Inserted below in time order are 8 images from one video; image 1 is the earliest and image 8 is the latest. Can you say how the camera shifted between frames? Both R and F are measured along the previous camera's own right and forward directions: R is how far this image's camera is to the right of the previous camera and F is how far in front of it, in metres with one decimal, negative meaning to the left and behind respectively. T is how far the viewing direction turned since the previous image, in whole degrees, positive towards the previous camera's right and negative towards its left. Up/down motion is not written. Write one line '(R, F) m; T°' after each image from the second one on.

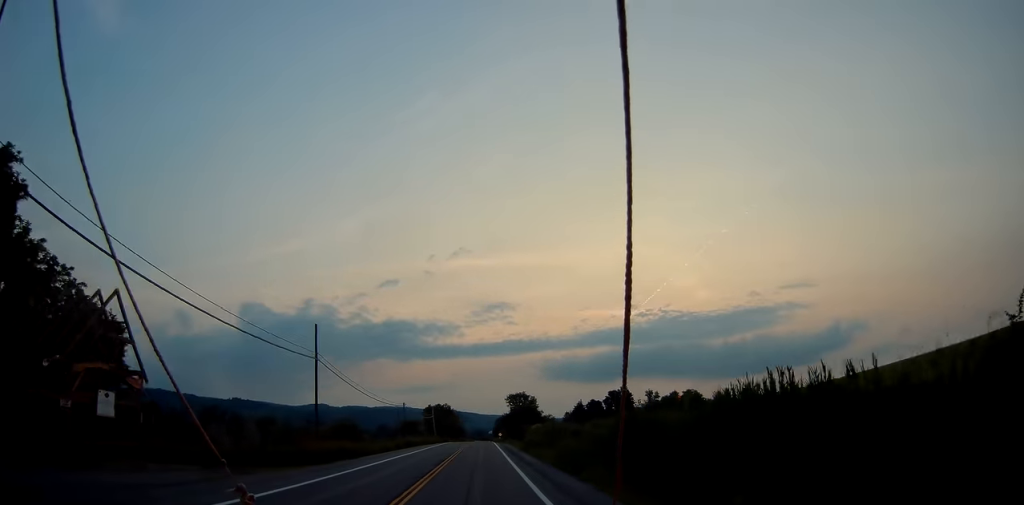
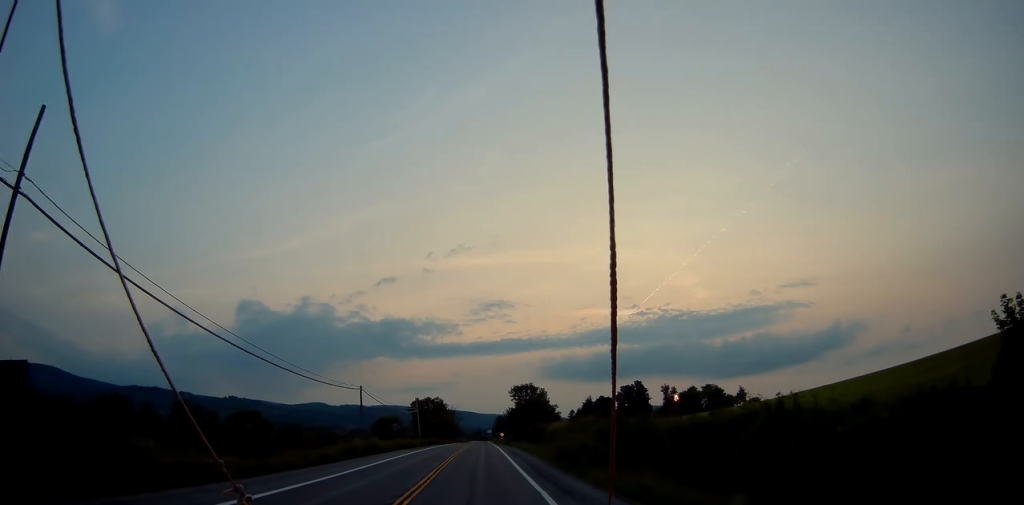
(-0.1, +26.3) m; 0°
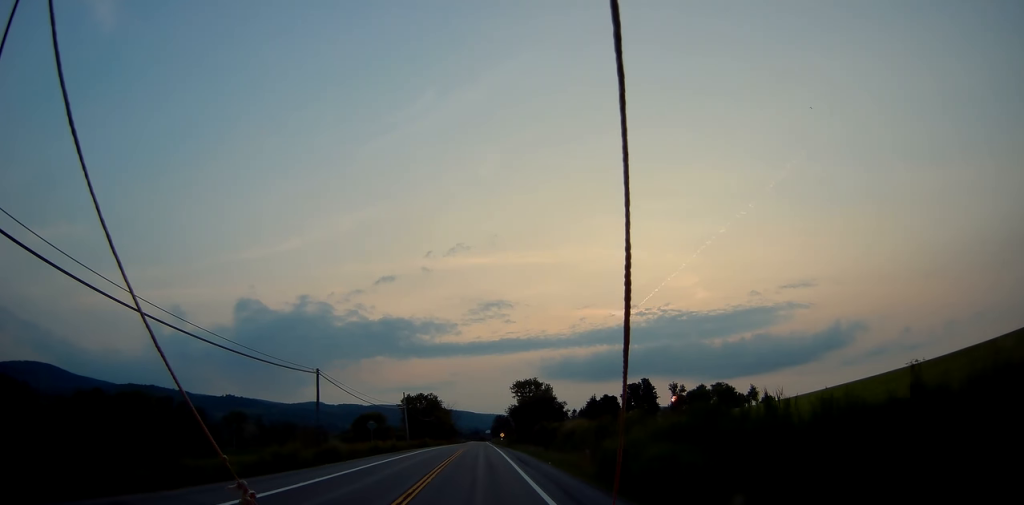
(-0.1, +12.7) m; 0°
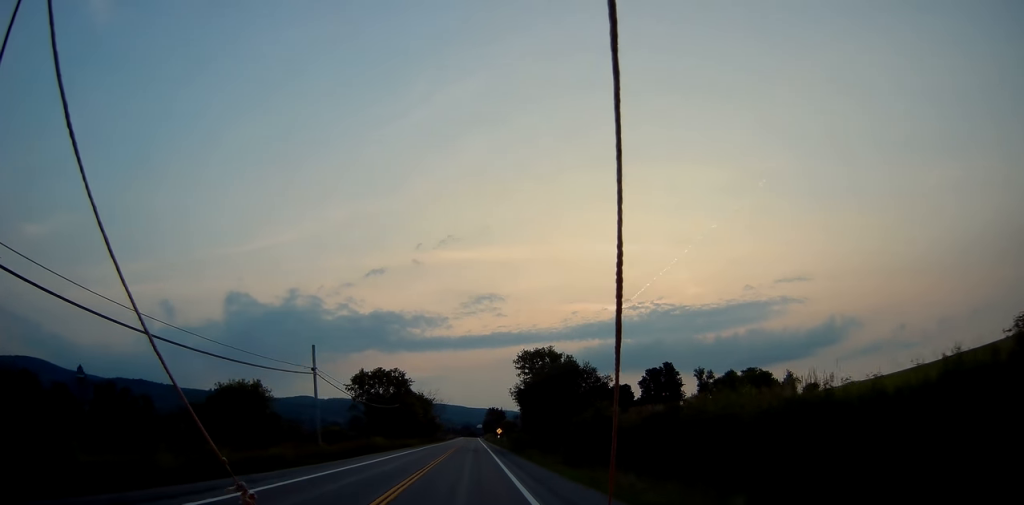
(+0.6, +38.0) m; +1°
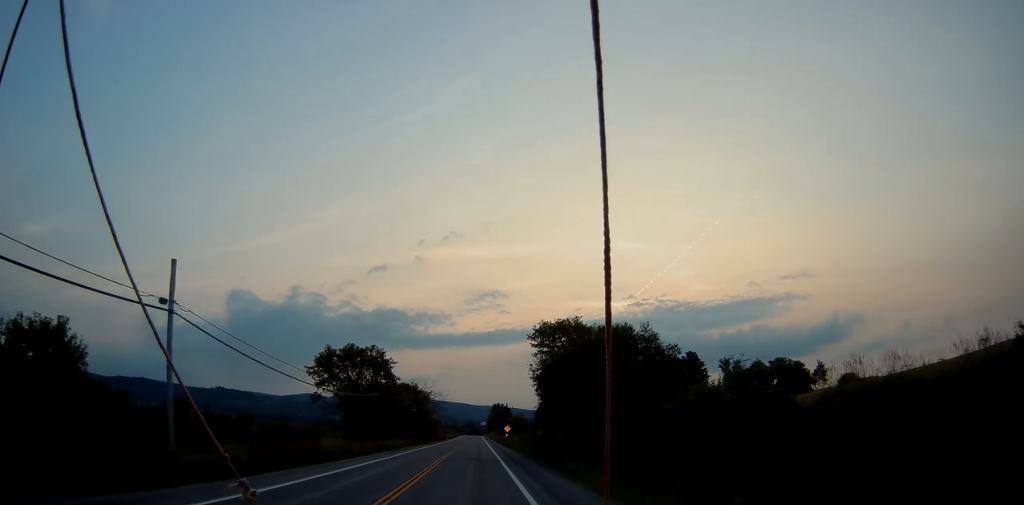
(0.0, +18.9) m; 0°
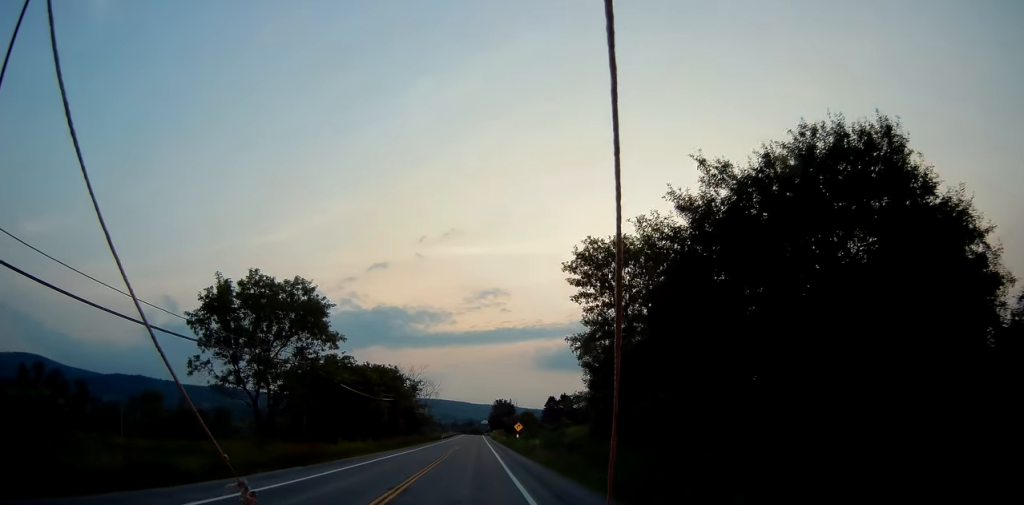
(0.0, +25.2) m; 0°
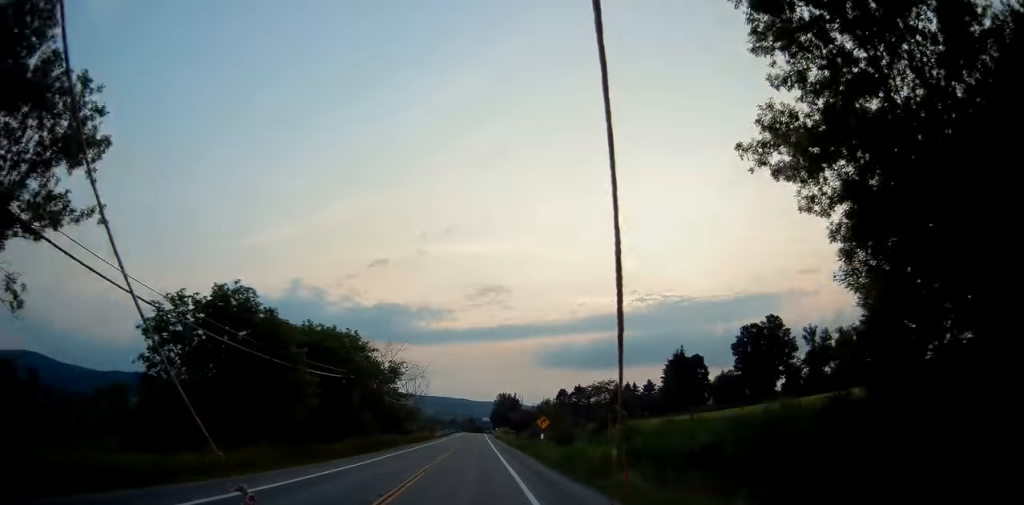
(0.0, +25.4) m; -1°
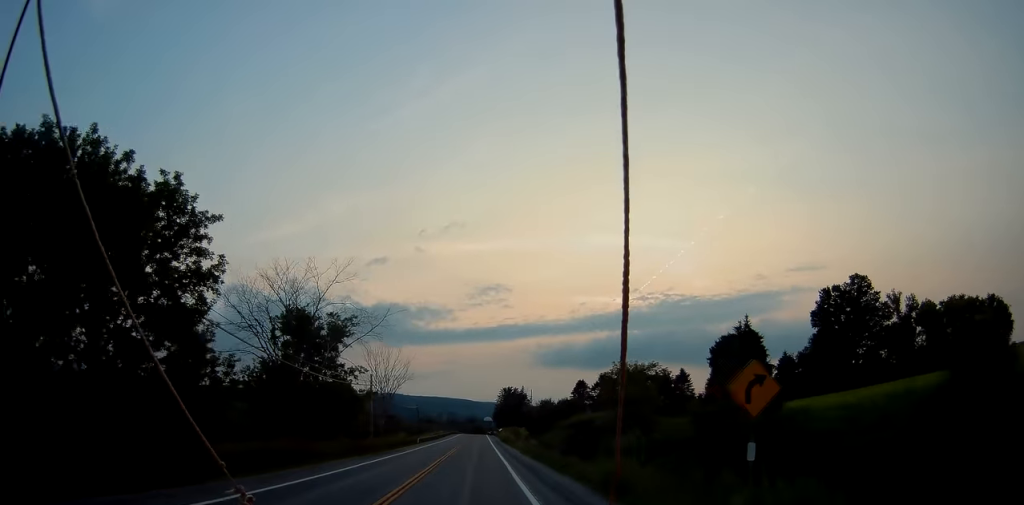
(-0.4, +32.4) m; 0°
